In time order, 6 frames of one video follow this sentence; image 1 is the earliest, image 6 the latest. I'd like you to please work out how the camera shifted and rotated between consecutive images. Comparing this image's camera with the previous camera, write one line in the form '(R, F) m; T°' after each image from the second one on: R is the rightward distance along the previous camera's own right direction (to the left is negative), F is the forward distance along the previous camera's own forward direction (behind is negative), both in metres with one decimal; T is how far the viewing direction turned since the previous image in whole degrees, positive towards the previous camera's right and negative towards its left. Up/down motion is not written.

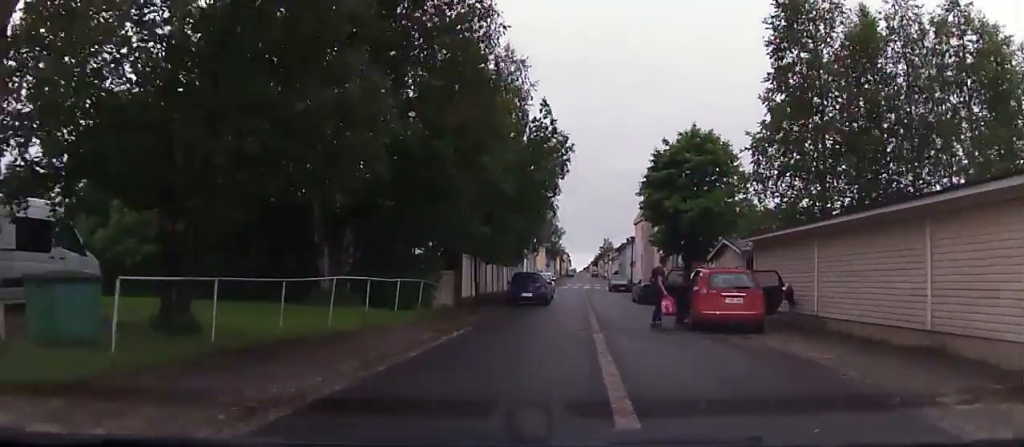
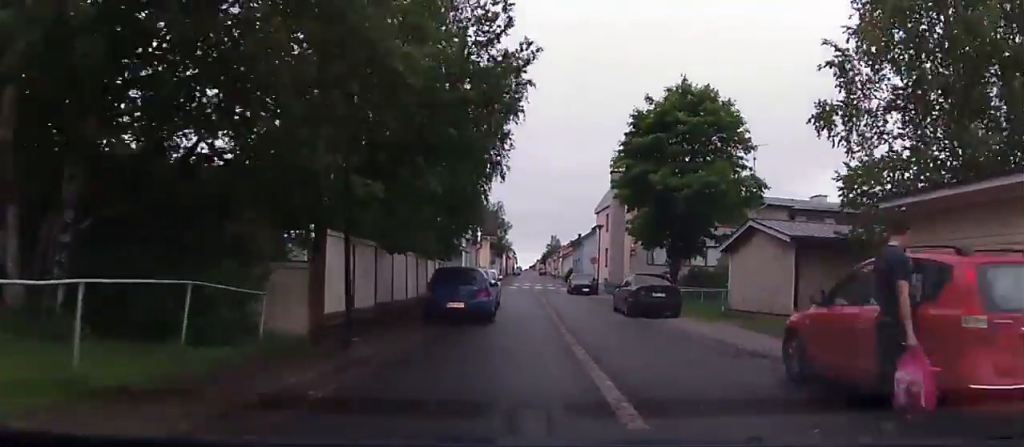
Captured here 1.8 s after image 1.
(+0.2, +9.5) m; +3°
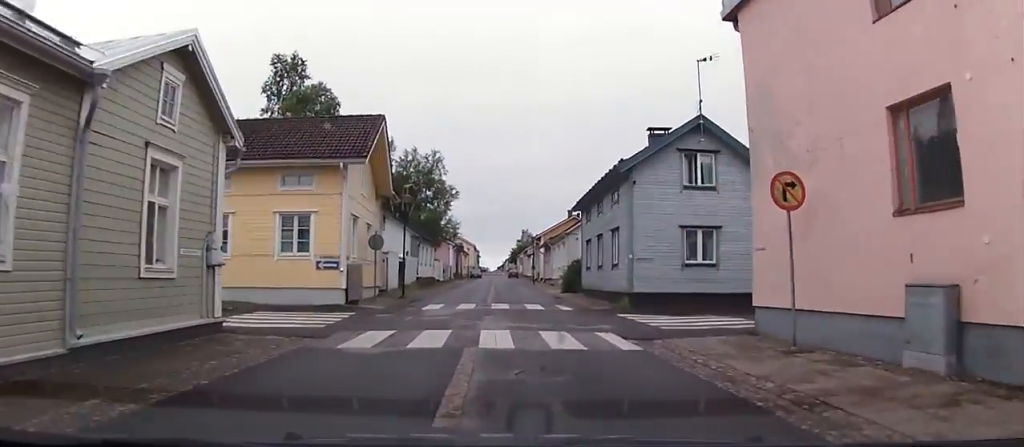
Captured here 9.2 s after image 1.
(-1.7, +43.2) m; -5°
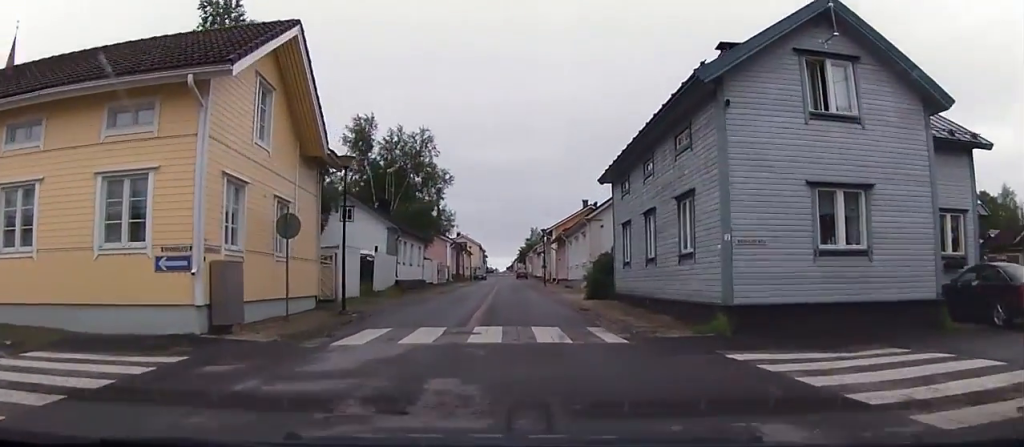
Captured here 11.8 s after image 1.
(+0.5, +12.3) m; +5°
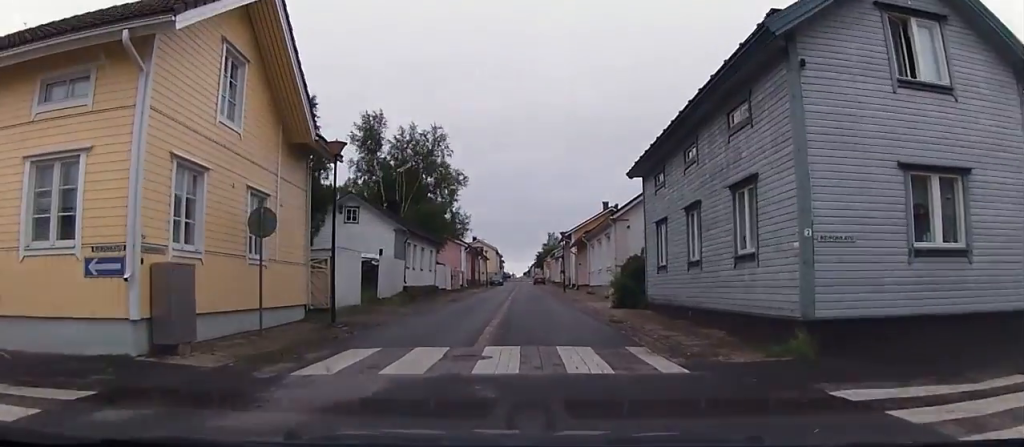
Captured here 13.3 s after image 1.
(+0.1, +5.6) m; +2°
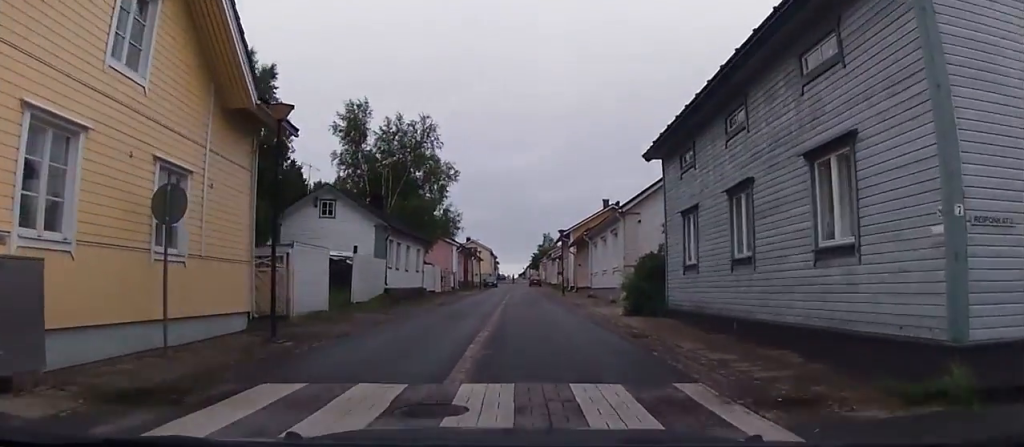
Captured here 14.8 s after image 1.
(+0.1, +4.6) m; 0°
